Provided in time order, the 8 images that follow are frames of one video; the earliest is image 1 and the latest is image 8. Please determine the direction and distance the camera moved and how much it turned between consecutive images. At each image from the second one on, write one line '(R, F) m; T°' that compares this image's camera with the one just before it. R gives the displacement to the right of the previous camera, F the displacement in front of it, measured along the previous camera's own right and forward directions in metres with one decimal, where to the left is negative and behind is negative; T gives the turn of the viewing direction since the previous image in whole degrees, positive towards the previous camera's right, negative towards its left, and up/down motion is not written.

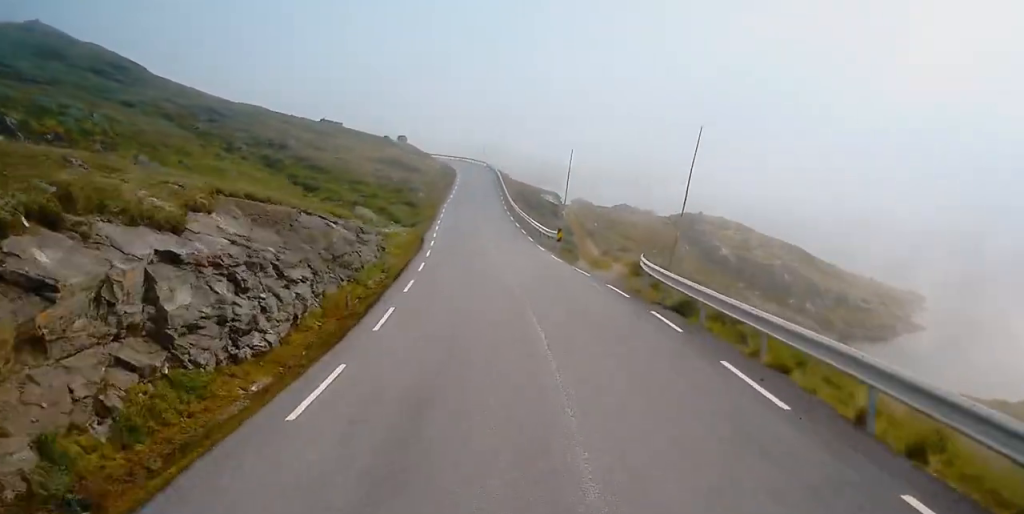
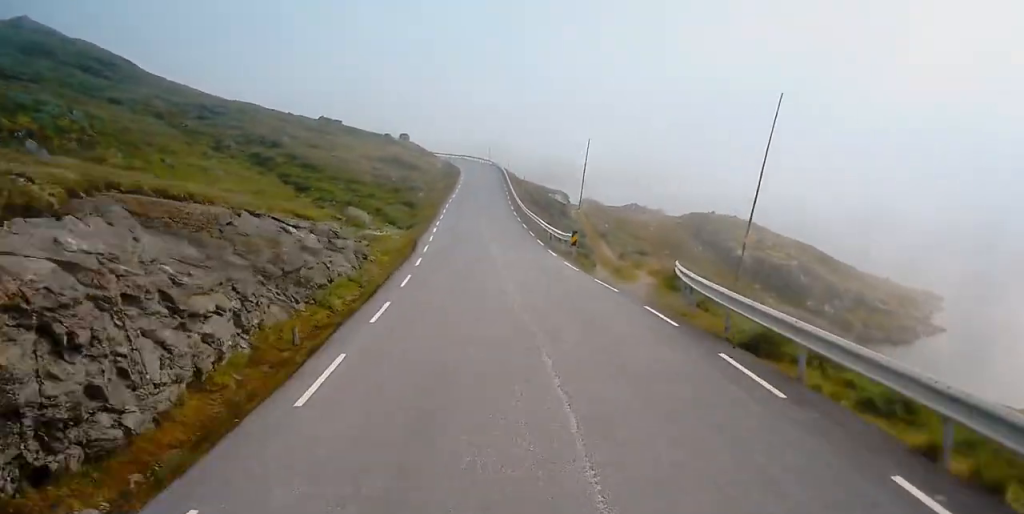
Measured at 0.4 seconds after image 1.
(0.0, +5.6) m; -1°
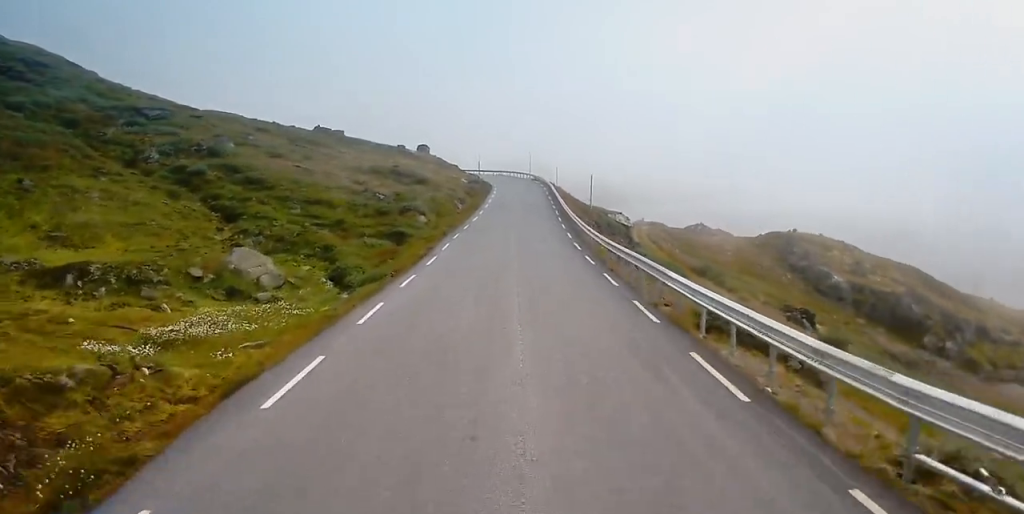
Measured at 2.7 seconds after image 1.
(-0.8, +30.0) m; -1°
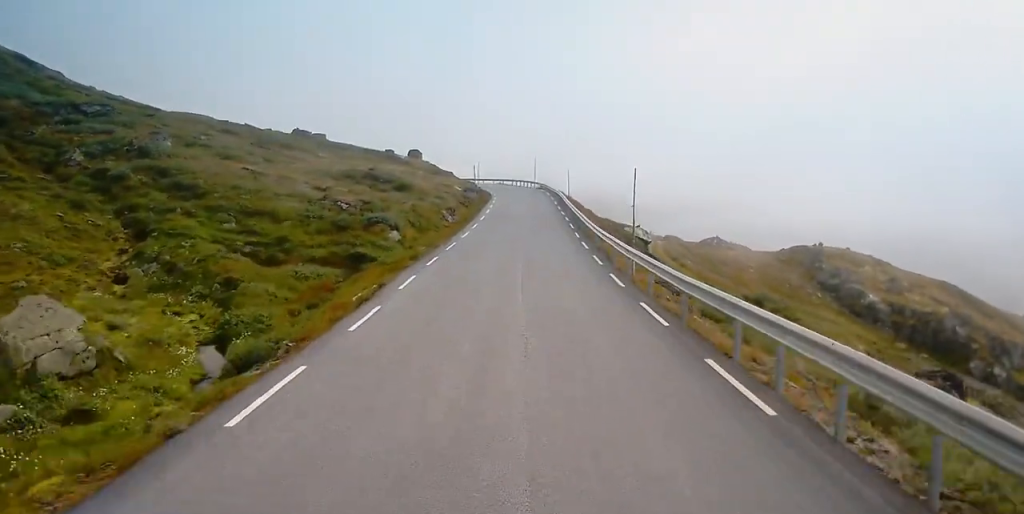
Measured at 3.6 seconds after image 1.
(0.0, +12.7) m; 0°
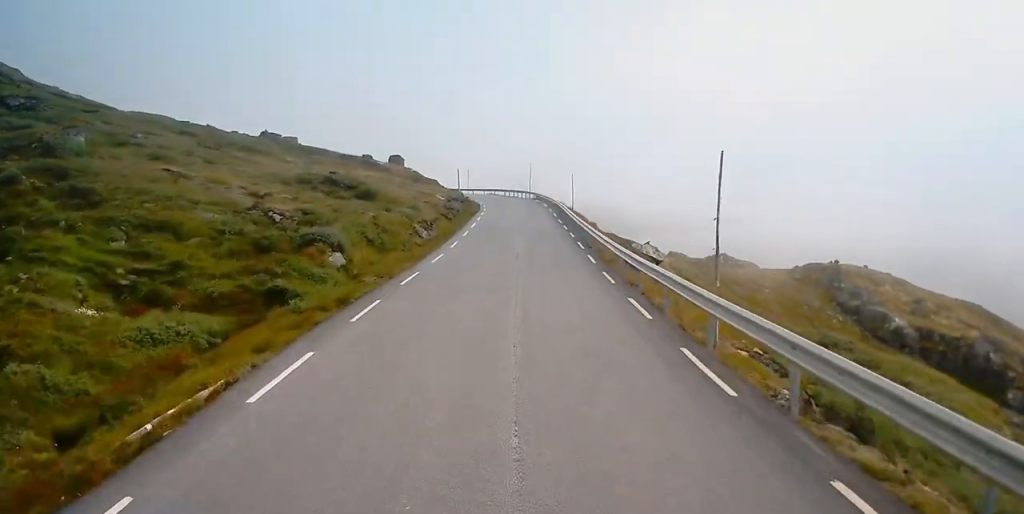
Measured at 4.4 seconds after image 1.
(0.0, +10.9) m; 0°
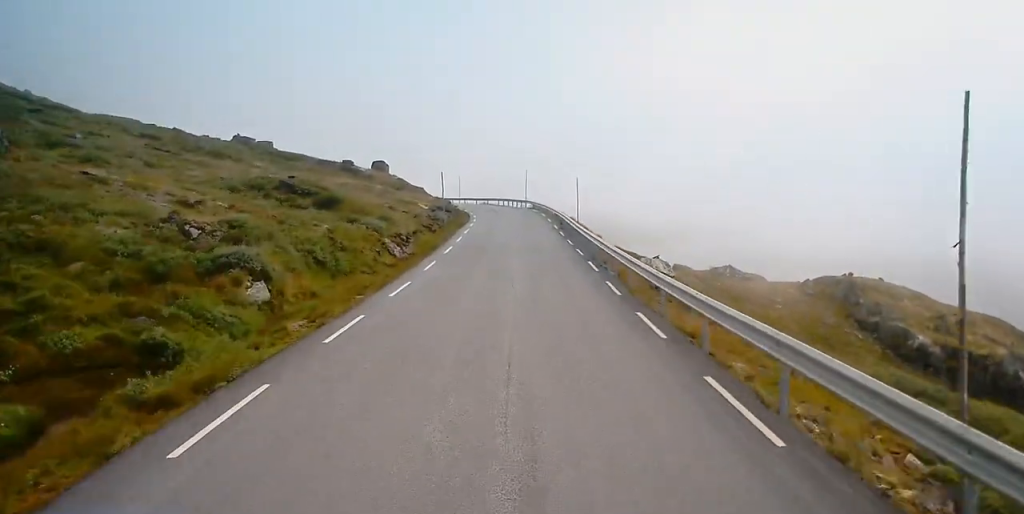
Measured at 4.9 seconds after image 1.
(0.0, +7.8) m; 0°
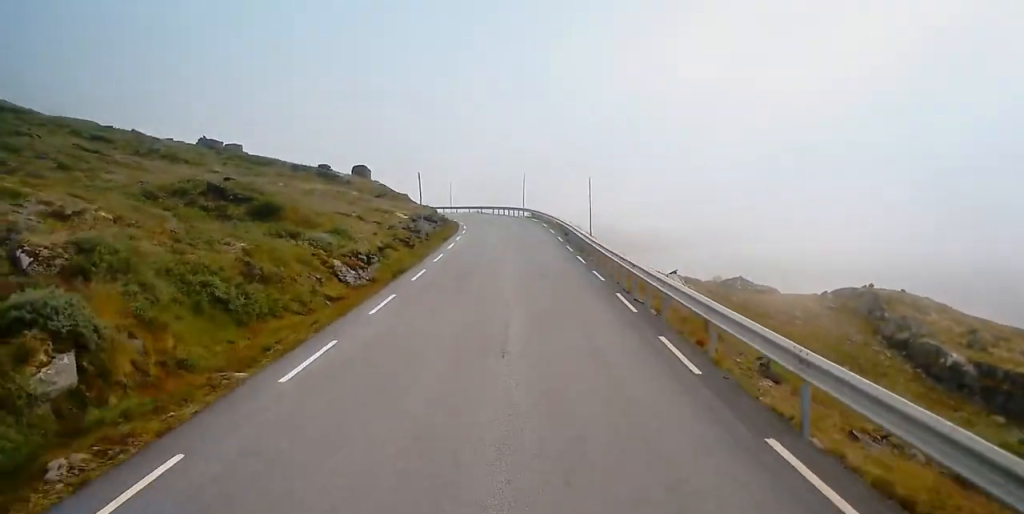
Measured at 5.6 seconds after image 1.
(0.0, +8.6) m; 0°
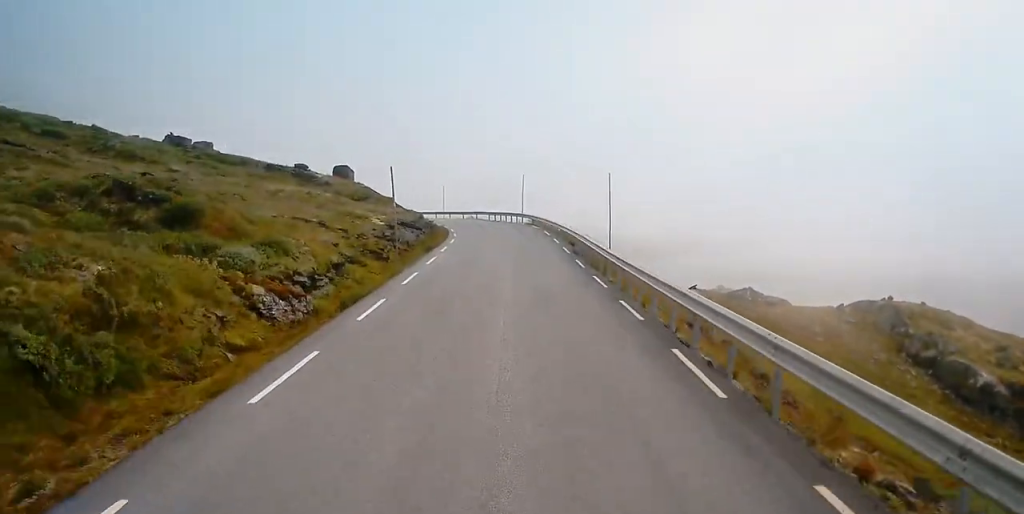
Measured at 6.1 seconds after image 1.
(0.0, +7.1) m; 0°
